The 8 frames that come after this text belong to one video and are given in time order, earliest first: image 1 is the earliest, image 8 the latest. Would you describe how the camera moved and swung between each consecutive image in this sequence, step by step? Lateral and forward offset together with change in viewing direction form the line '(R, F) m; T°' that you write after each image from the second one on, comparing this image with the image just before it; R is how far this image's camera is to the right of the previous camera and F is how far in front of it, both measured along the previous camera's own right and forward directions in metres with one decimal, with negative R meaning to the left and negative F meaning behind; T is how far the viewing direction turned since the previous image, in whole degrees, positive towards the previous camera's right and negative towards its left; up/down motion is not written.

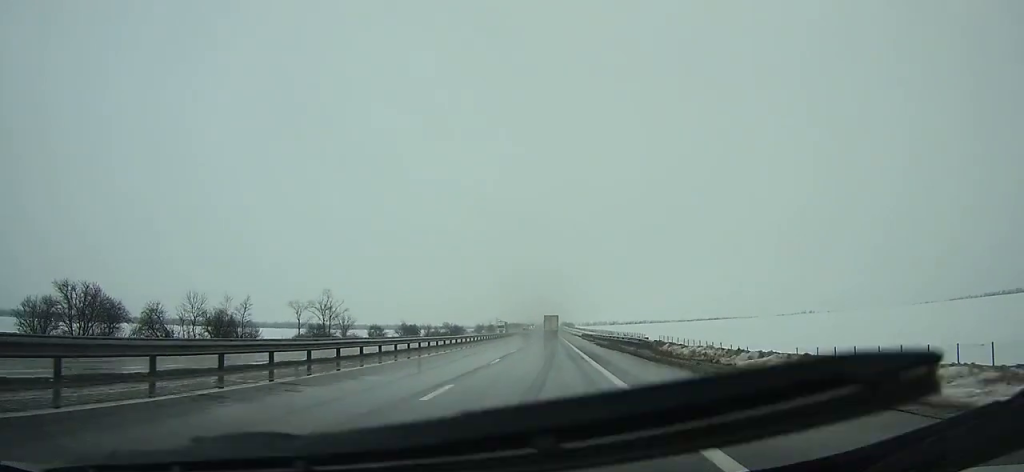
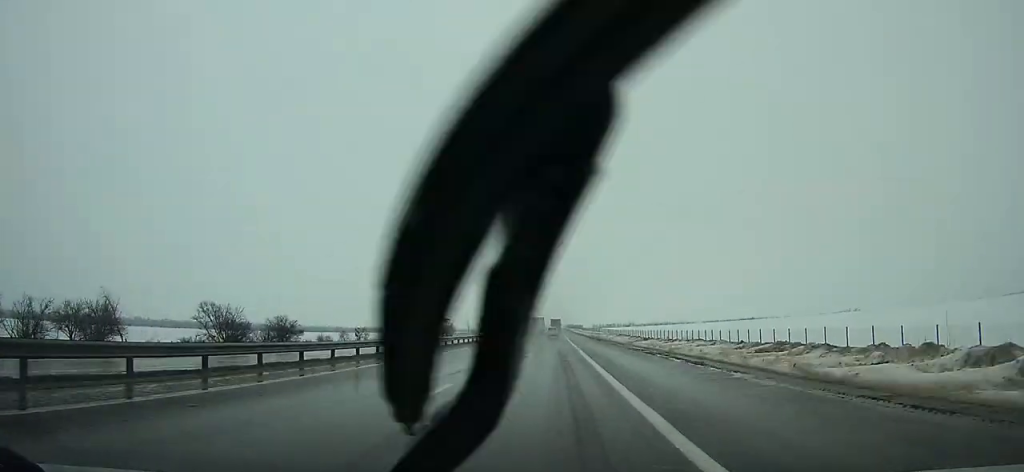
(-0.2, +166.4) m; 0°
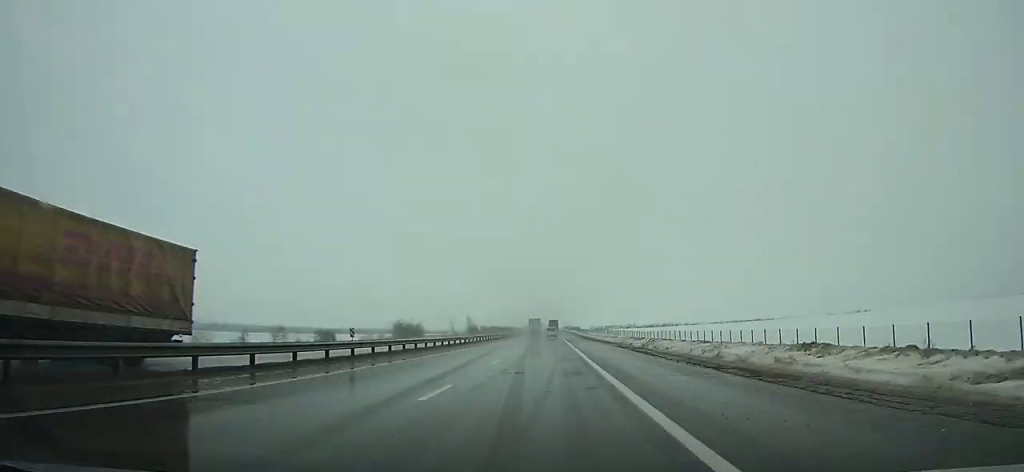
(-0.1, +48.0) m; 0°
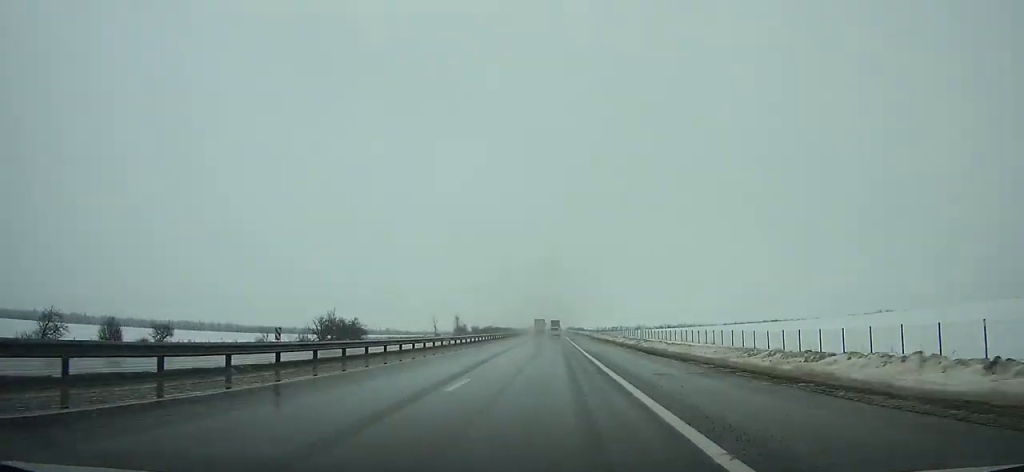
(0.0, +58.9) m; 0°
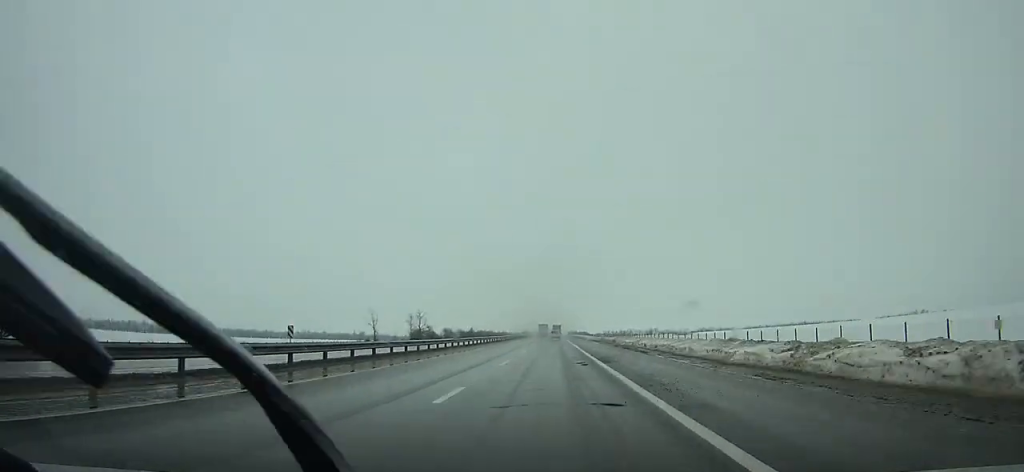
(+0.3, +98.6) m; 0°
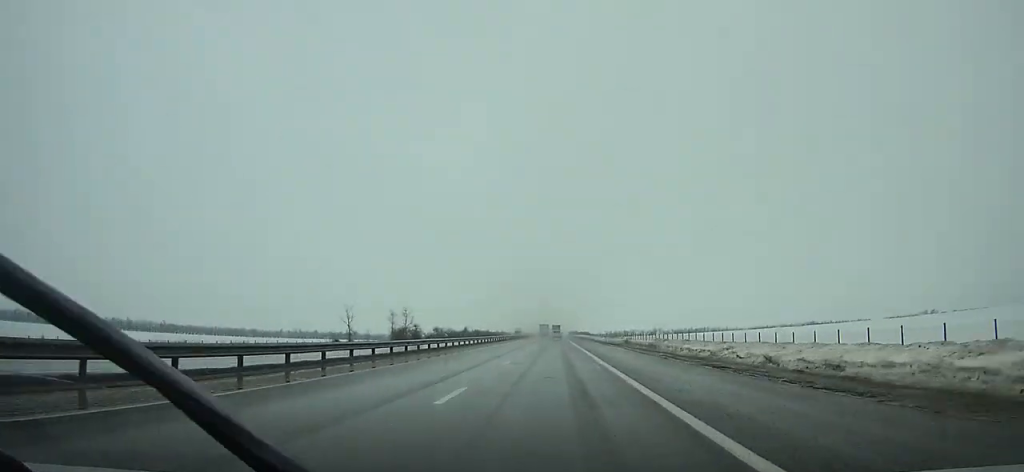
(-0.1, +25.0) m; 0°
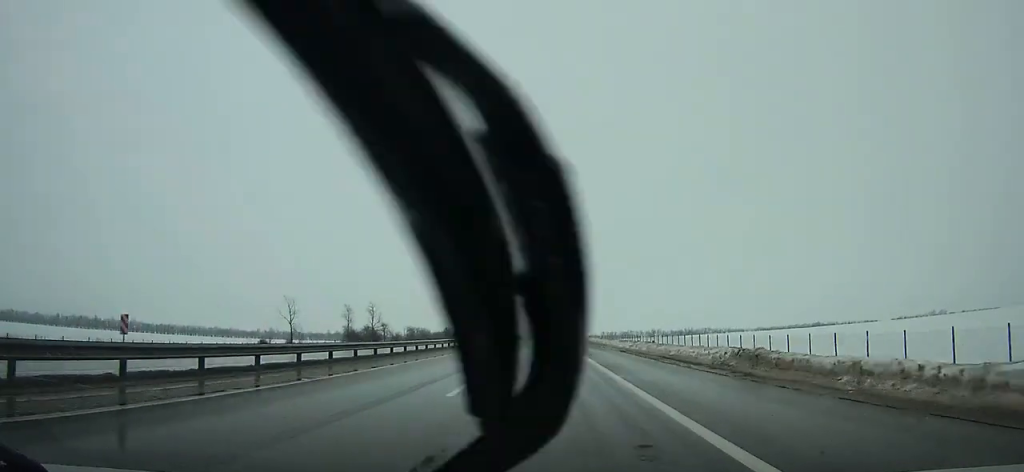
(+0.3, +34.5) m; 0°
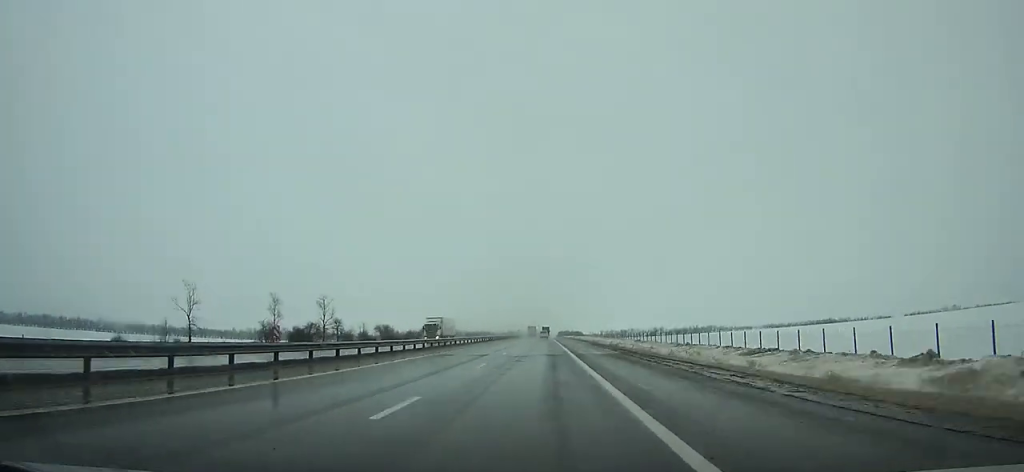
(+0.2, +38.4) m; 0°
